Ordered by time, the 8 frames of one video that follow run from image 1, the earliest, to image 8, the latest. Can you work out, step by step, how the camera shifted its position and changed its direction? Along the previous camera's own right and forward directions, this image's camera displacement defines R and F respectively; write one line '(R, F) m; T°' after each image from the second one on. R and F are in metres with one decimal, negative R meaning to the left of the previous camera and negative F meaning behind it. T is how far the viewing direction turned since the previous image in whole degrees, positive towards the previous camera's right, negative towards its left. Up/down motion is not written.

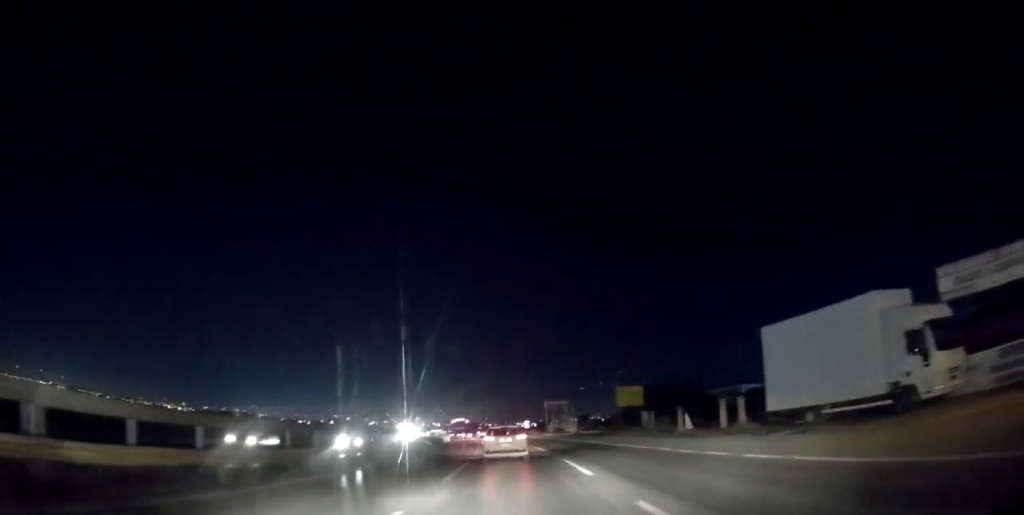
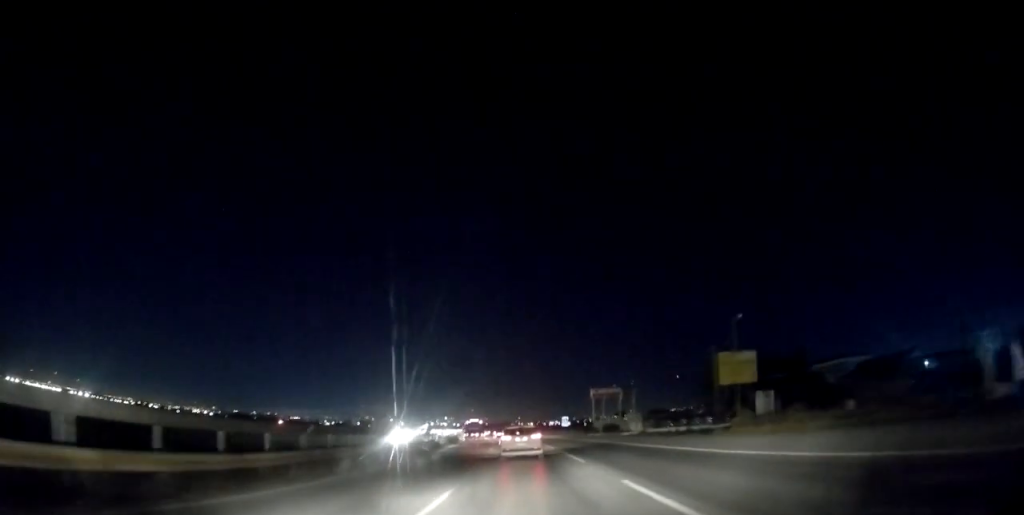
(-0.6, +22.4) m; -3°
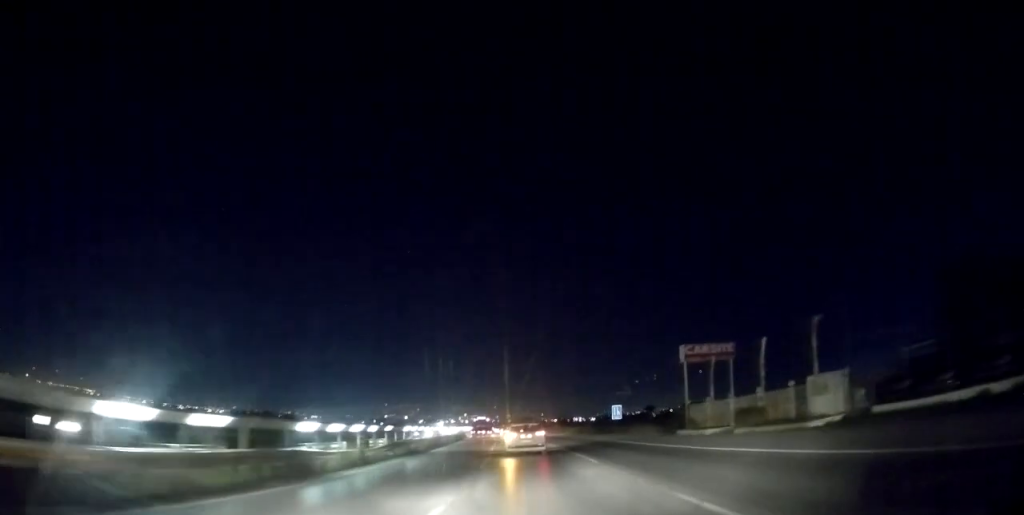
(-0.1, +29.8) m; -1°
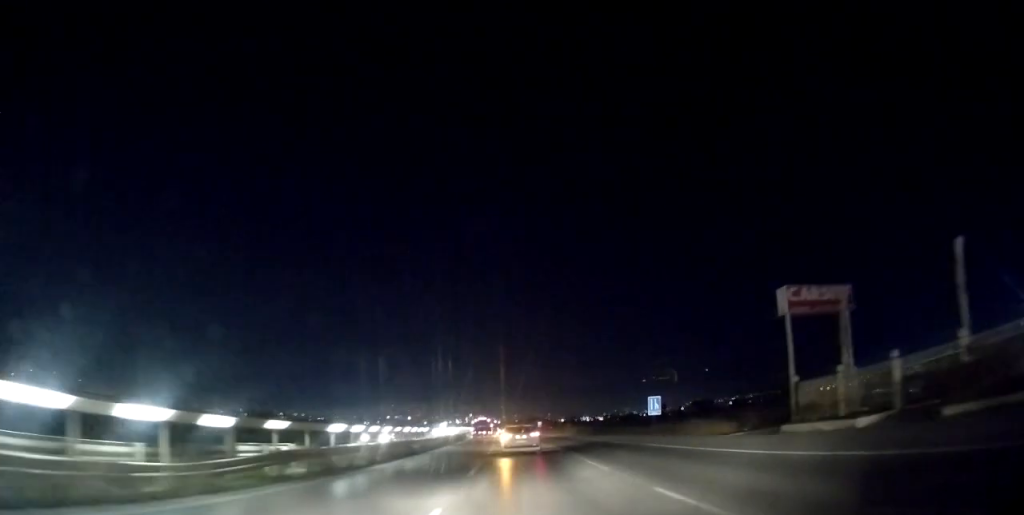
(-0.4, +13.4) m; -2°
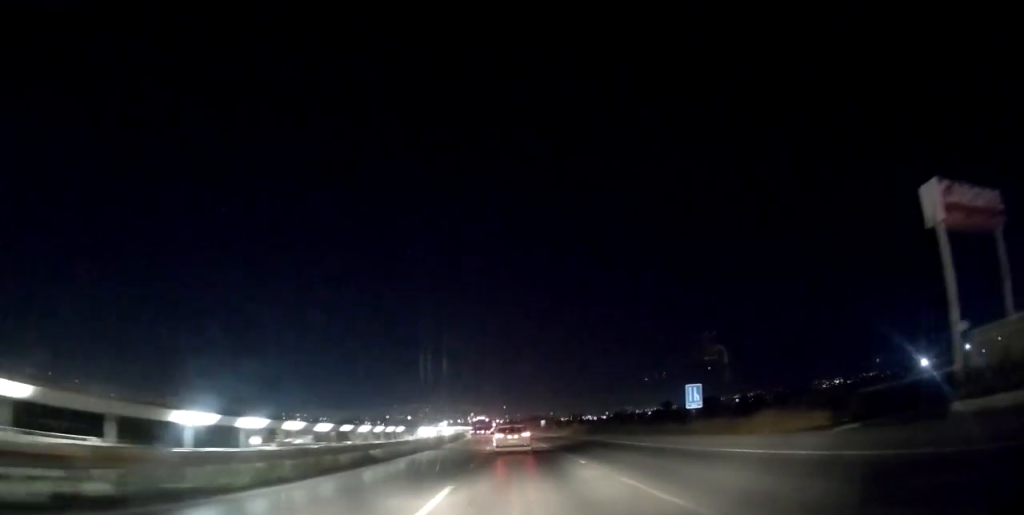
(-0.2, +9.3) m; -1°
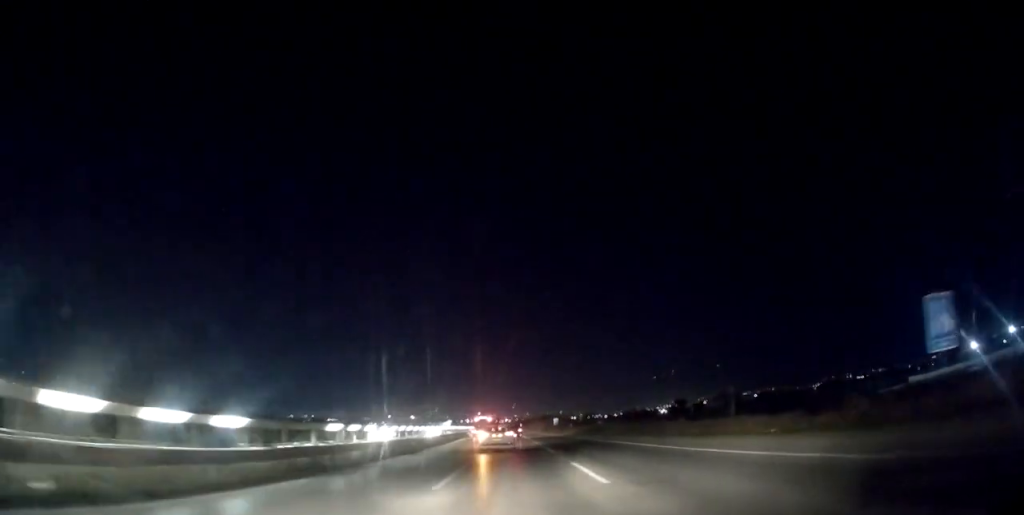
(0.0, +19.8) m; -1°
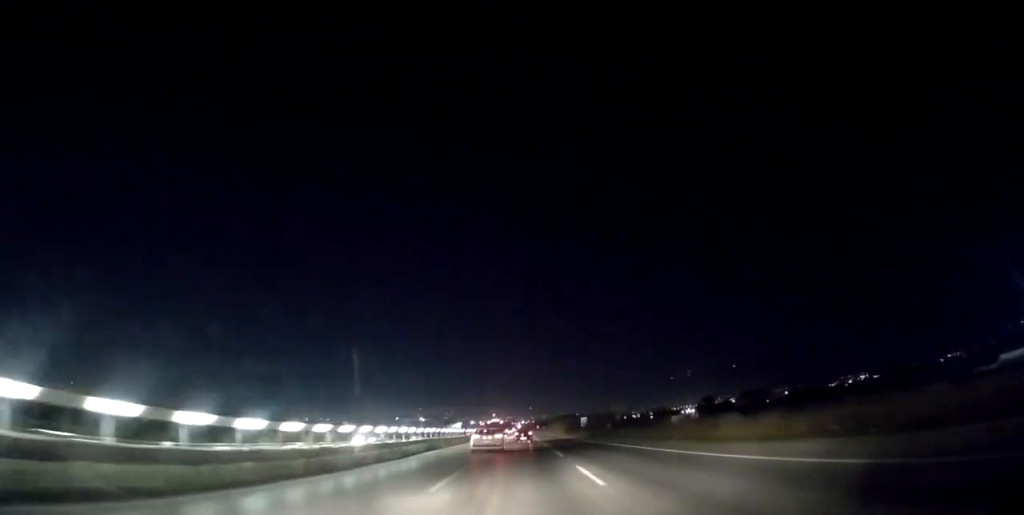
(-0.4, +25.6) m; -1°
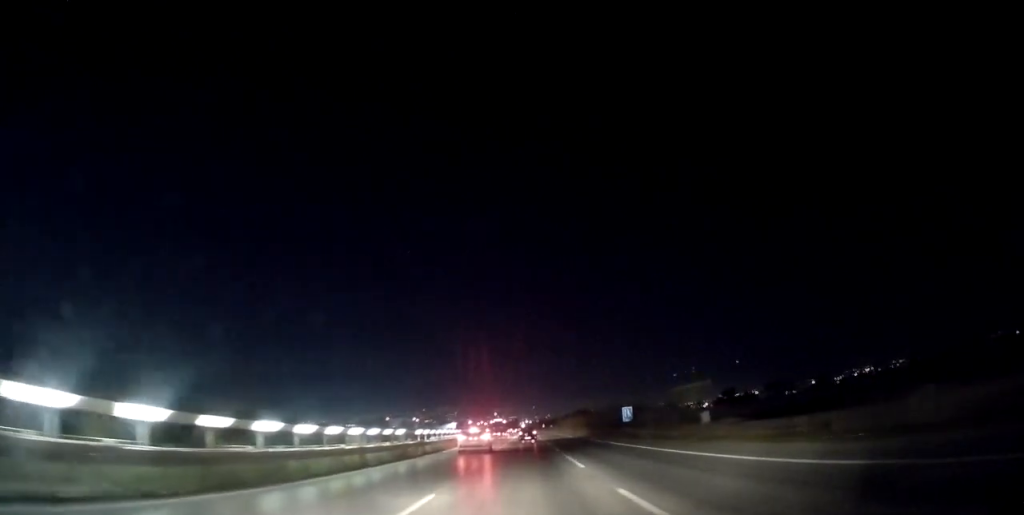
(-0.3, +33.4) m; -1°
